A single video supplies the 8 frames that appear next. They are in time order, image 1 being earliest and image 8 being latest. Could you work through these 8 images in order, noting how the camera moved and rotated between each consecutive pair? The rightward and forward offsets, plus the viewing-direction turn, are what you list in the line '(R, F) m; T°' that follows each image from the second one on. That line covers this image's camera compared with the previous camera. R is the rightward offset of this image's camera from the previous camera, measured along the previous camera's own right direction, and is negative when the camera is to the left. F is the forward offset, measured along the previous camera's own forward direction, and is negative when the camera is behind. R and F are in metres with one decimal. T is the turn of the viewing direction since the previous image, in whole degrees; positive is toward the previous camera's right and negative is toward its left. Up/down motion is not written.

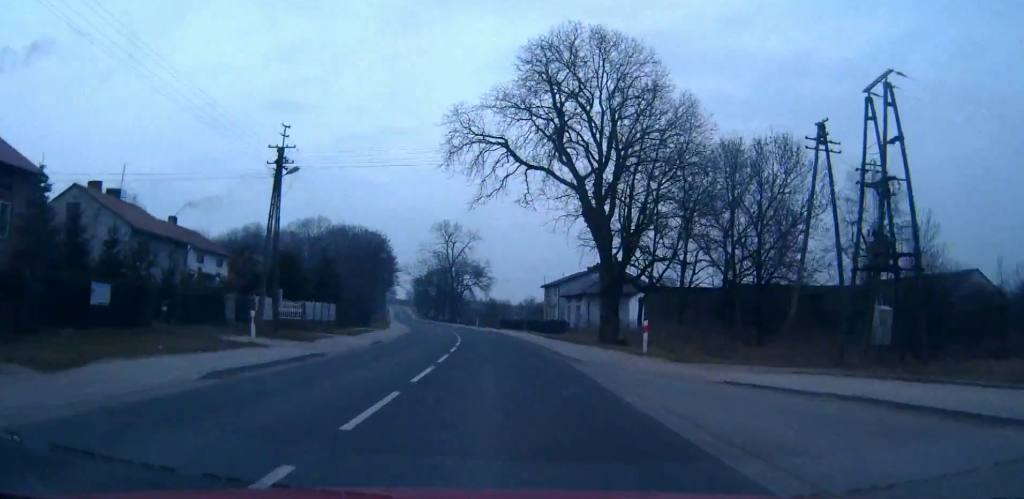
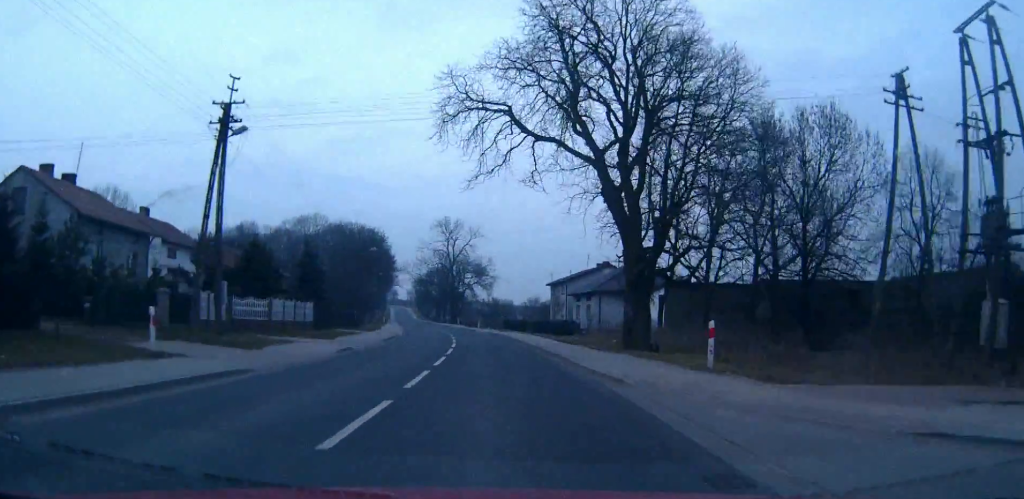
(0.0, +7.0) m; 0°
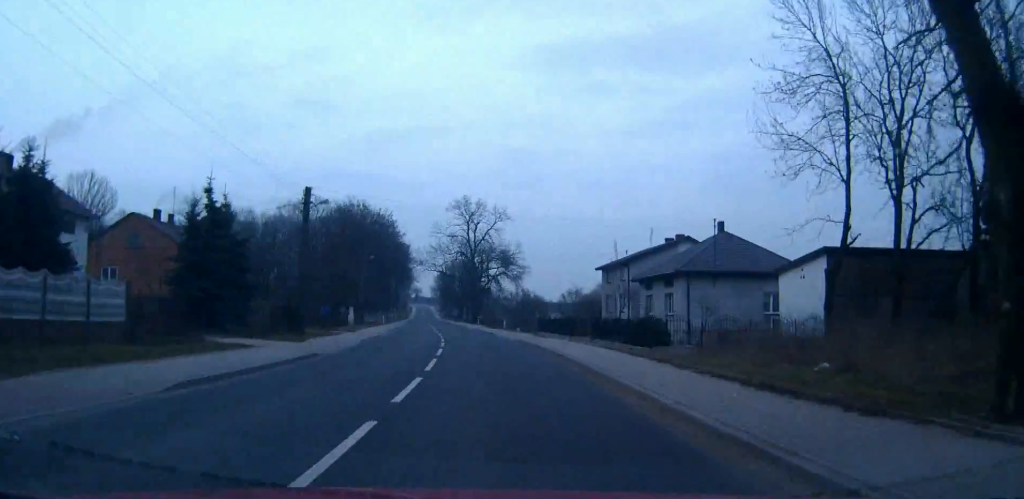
(-0.4, +26.0) m; -2°
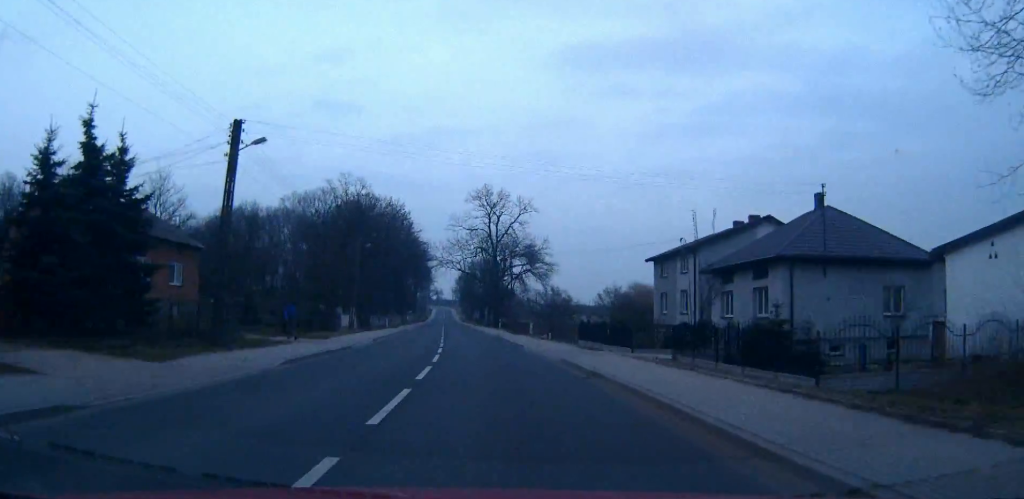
(-0.1, +14.2) m; -1°
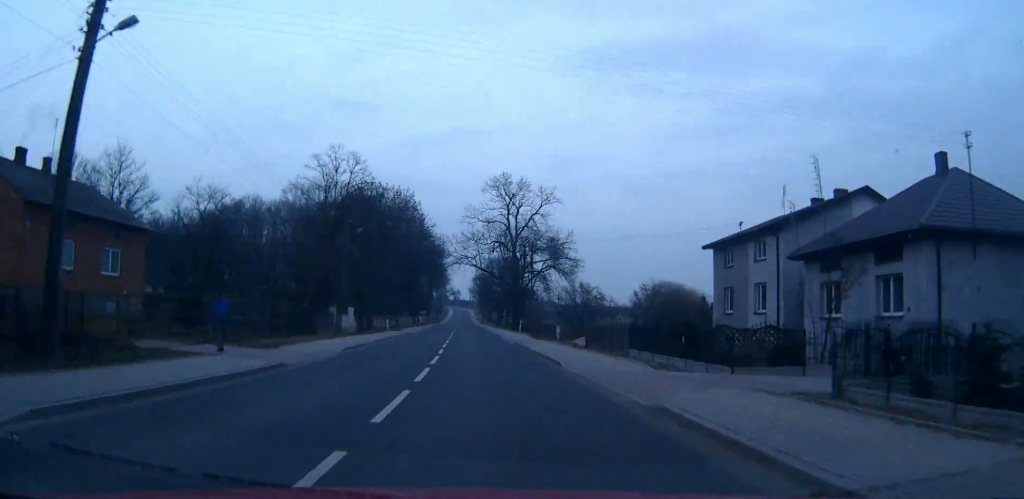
(-0.1, +11.4) m; -1°
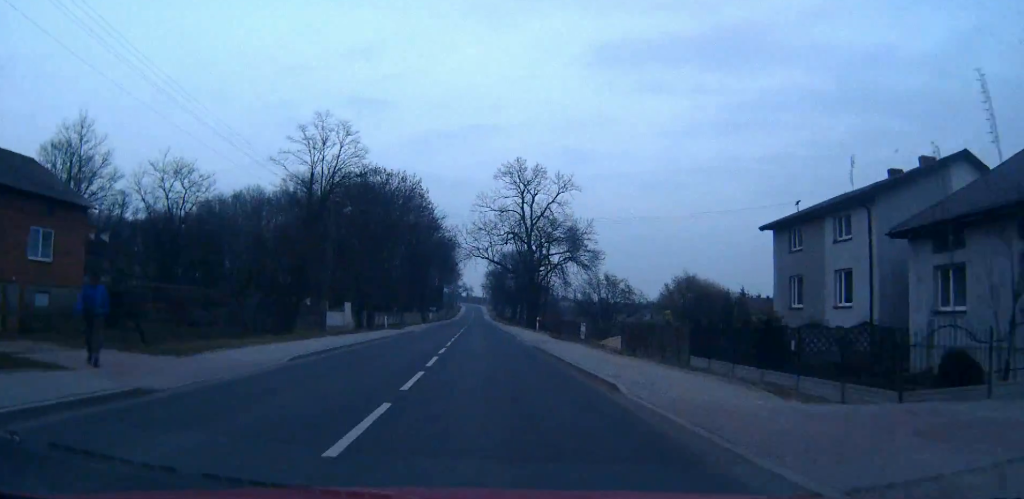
(-0.1, +8.2) m; -1°
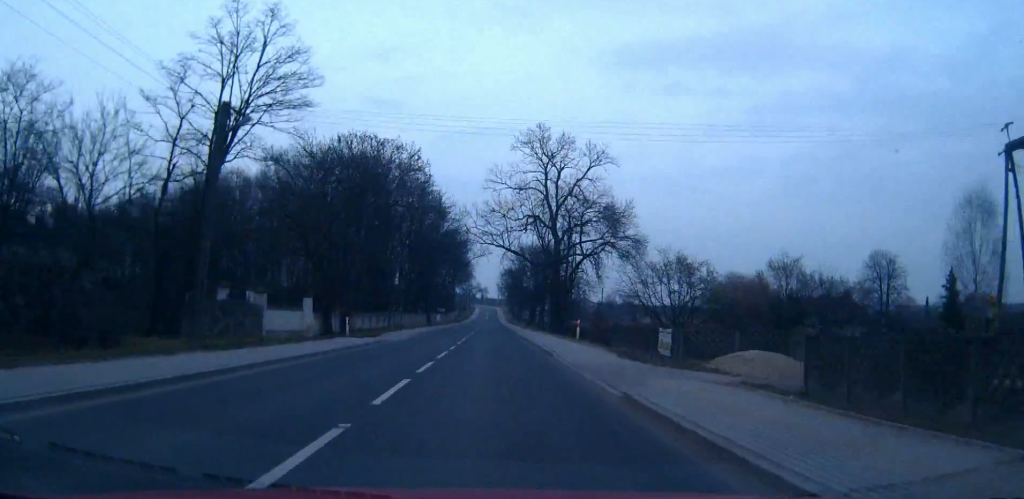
(-0.4, +19.7) m; -2°
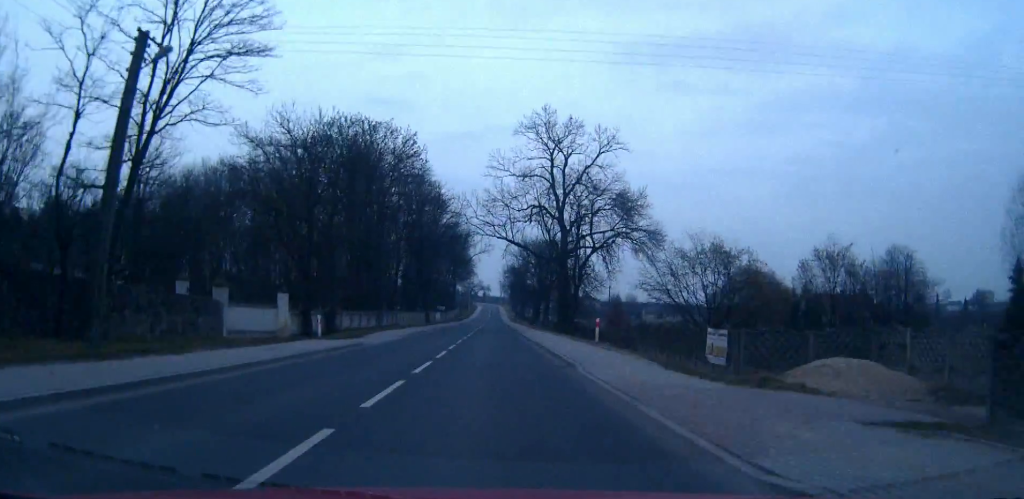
(0.0, +6.5) m; 0°
